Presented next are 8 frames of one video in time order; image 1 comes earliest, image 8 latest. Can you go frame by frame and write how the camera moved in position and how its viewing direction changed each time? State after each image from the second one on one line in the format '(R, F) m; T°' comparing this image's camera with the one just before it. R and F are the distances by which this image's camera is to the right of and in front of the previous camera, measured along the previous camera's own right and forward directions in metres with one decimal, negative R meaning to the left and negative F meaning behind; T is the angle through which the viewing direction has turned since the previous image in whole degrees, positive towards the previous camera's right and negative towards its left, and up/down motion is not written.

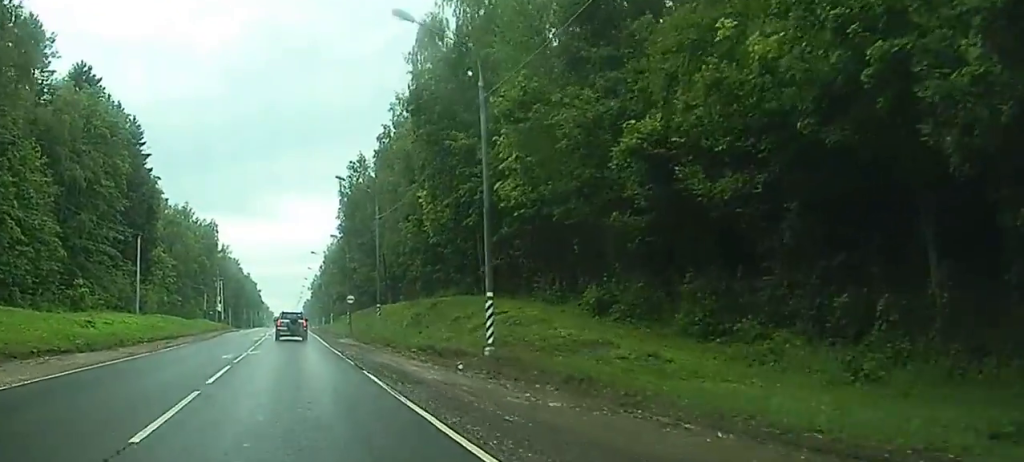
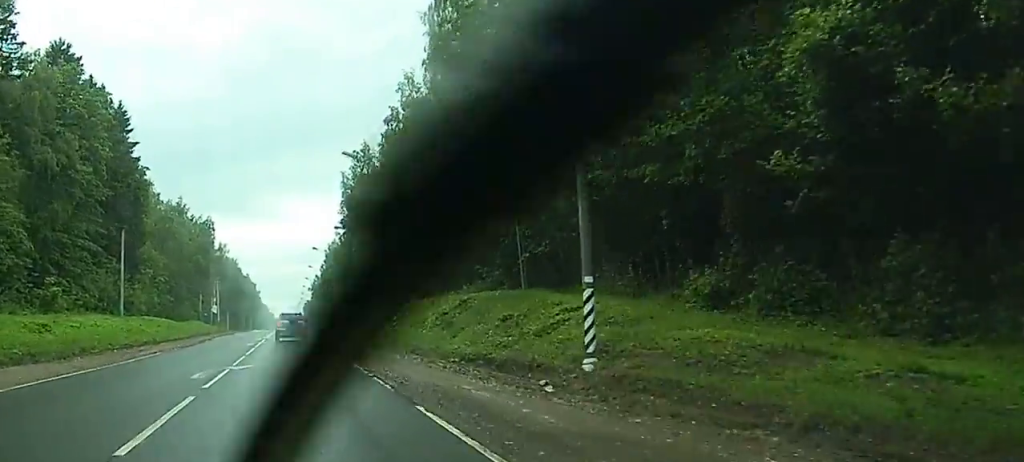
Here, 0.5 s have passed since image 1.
(+0.1, +9.5) m; +1°
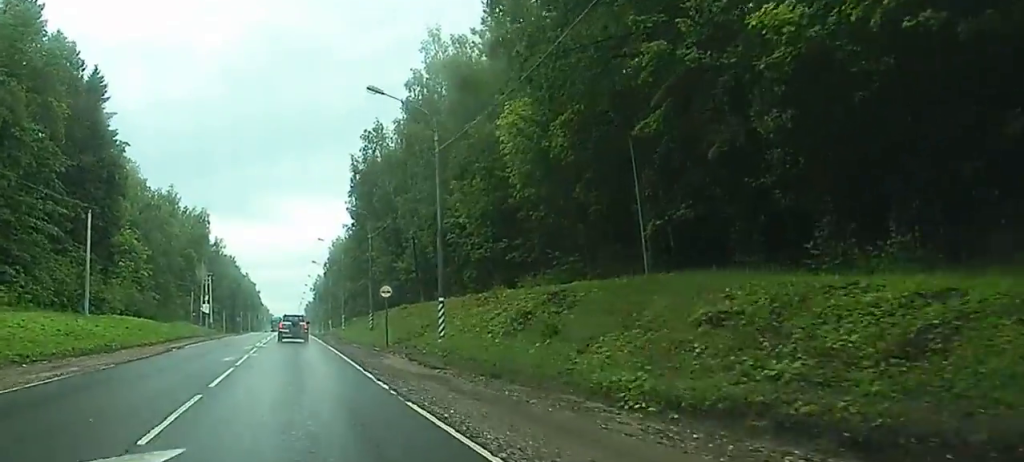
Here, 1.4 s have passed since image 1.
(+0.1, +15.7) m; 0°
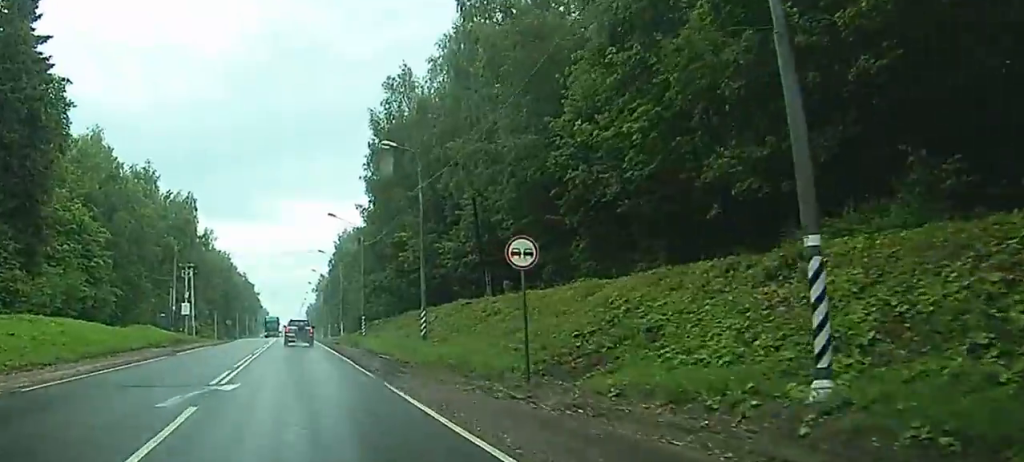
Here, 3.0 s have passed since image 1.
(0.0, +26.3) m; 0°
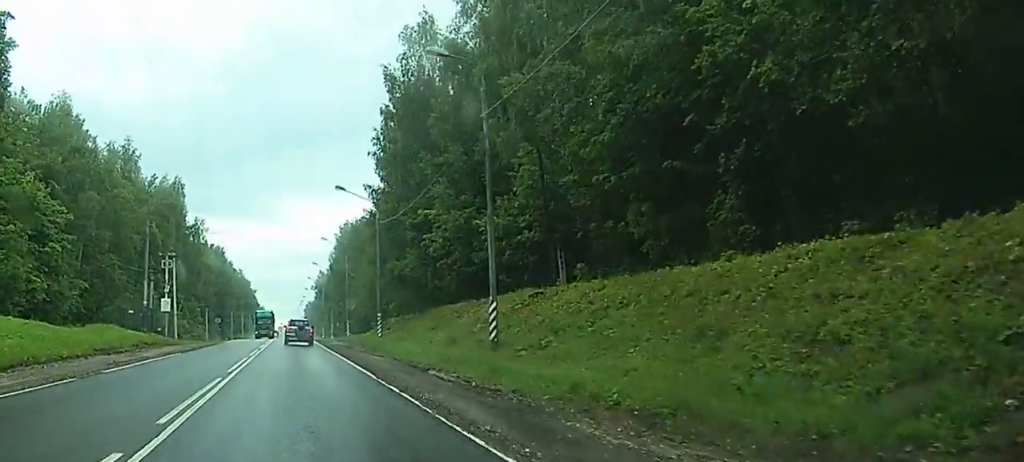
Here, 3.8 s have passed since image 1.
(0.0, +14.7) m; +1°
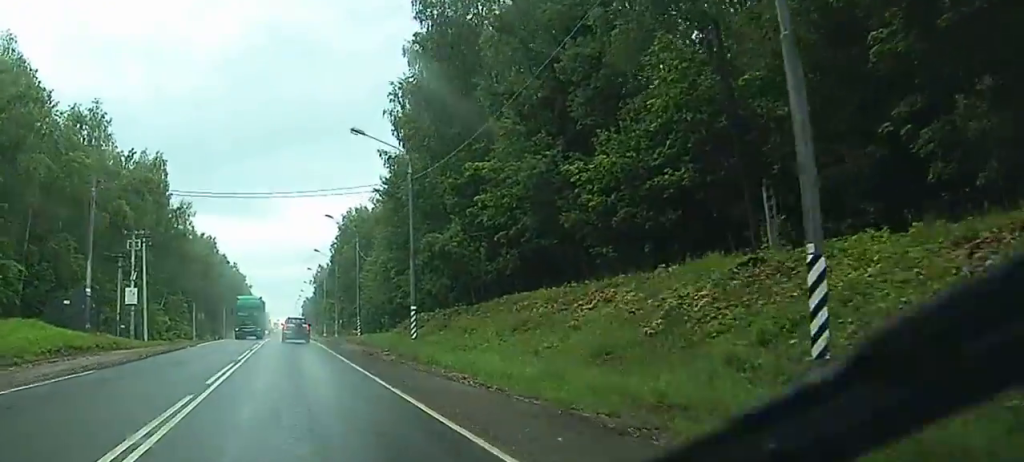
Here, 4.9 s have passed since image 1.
(+0.2, +17.6) m; +1°
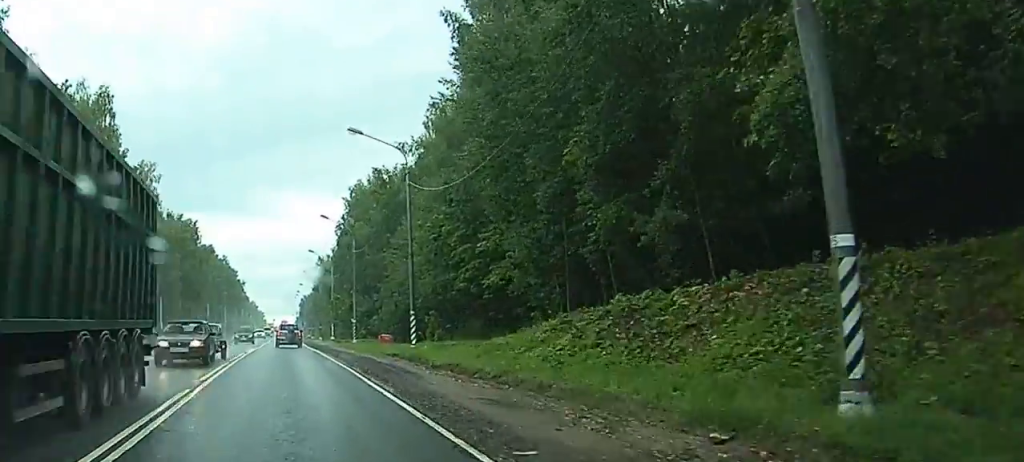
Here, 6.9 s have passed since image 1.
(+0.2, +34.4) m; +1°
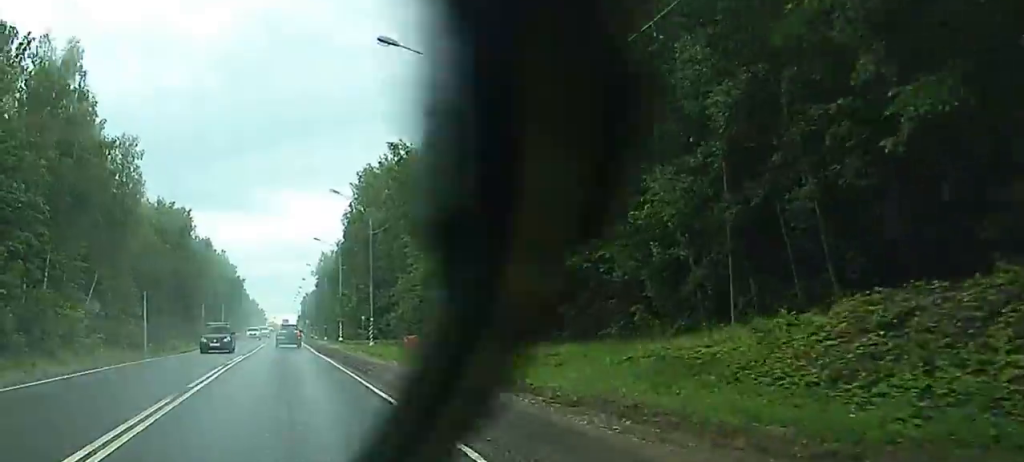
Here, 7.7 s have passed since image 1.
(0.0, +13.8) m; -1°
